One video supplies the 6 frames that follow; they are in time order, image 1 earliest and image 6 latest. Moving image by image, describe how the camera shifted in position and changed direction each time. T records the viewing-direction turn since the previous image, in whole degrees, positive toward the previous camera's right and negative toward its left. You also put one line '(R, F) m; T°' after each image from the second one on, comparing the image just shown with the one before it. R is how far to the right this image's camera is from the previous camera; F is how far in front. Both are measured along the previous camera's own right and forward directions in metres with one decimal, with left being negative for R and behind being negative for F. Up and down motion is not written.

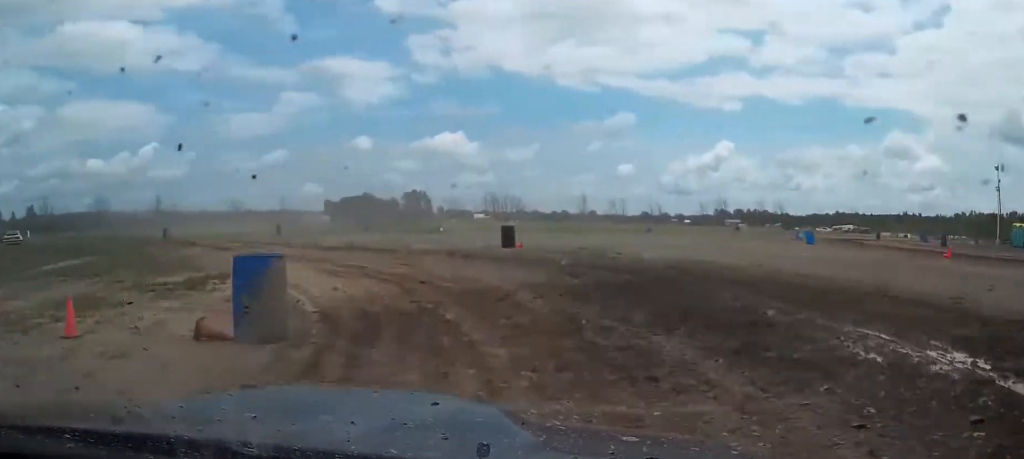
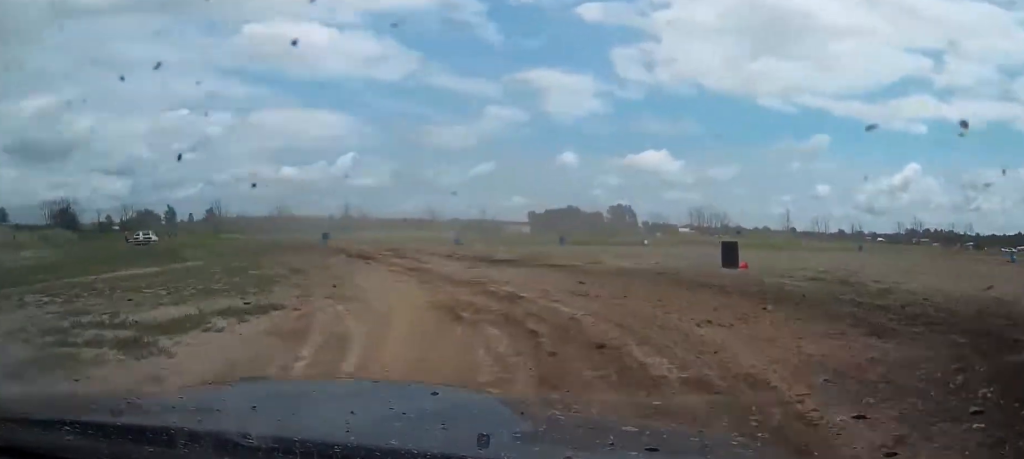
(+0.2, +8.1) m; -8°
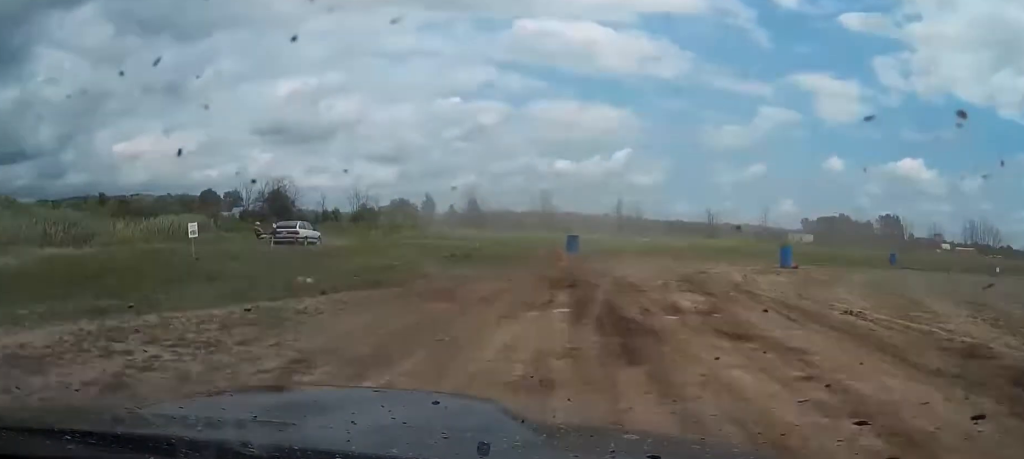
(-4.1, +19.5) m; -15°
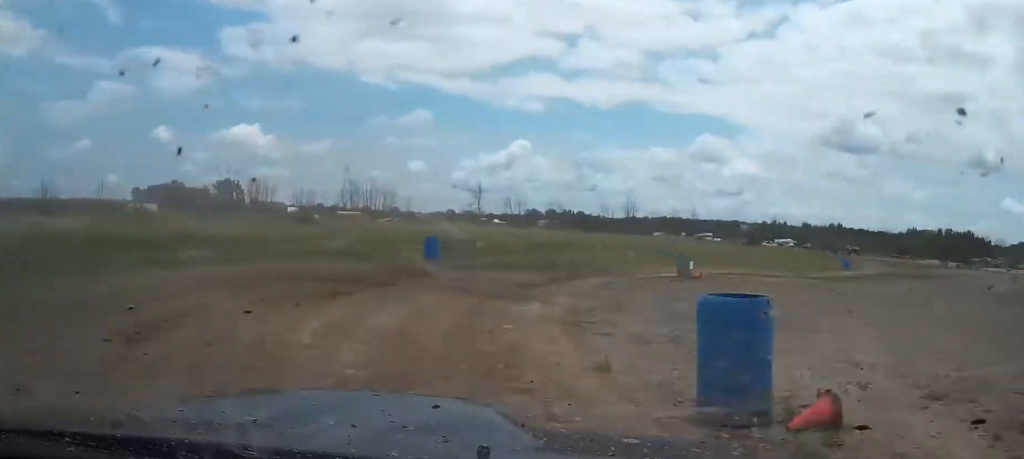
(+1.8, +25.6) m; +26°
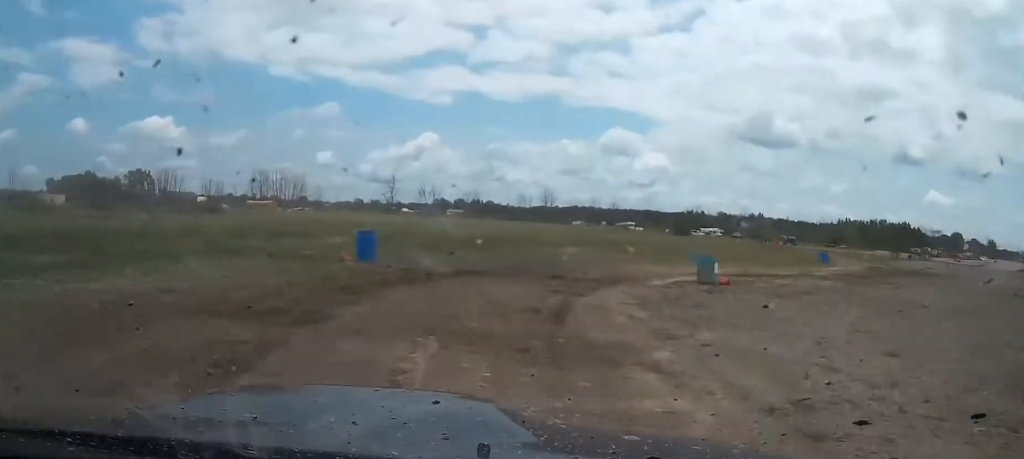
(+2.1, +7.4) m; +12°
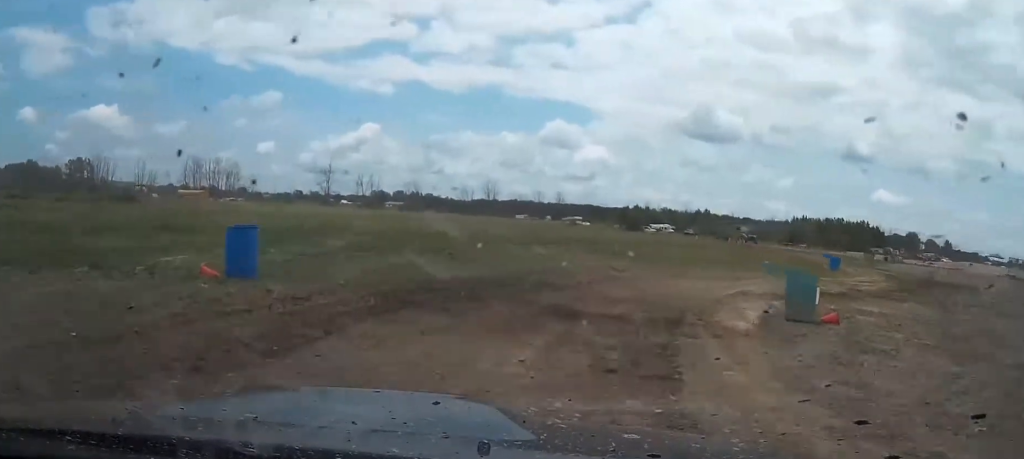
(+0.9, +8.5) m; +13°
